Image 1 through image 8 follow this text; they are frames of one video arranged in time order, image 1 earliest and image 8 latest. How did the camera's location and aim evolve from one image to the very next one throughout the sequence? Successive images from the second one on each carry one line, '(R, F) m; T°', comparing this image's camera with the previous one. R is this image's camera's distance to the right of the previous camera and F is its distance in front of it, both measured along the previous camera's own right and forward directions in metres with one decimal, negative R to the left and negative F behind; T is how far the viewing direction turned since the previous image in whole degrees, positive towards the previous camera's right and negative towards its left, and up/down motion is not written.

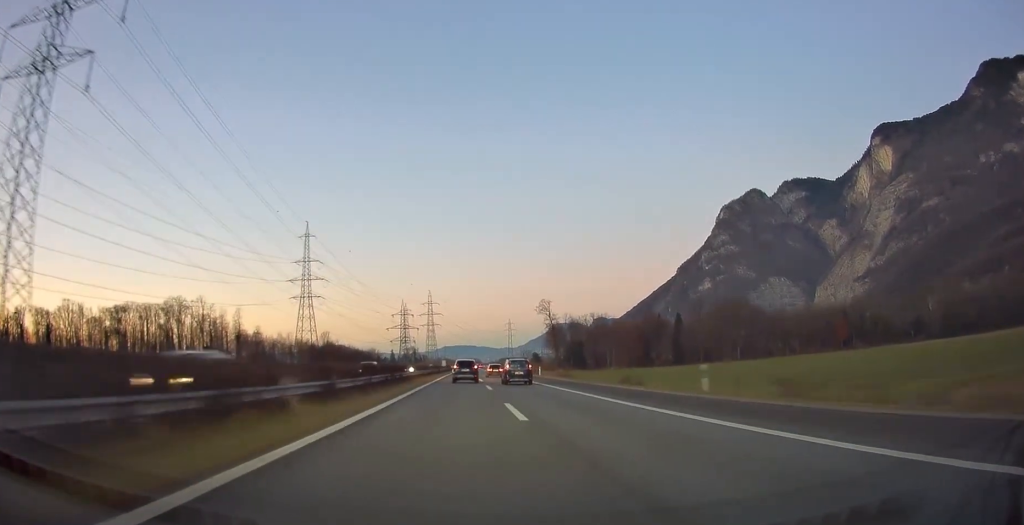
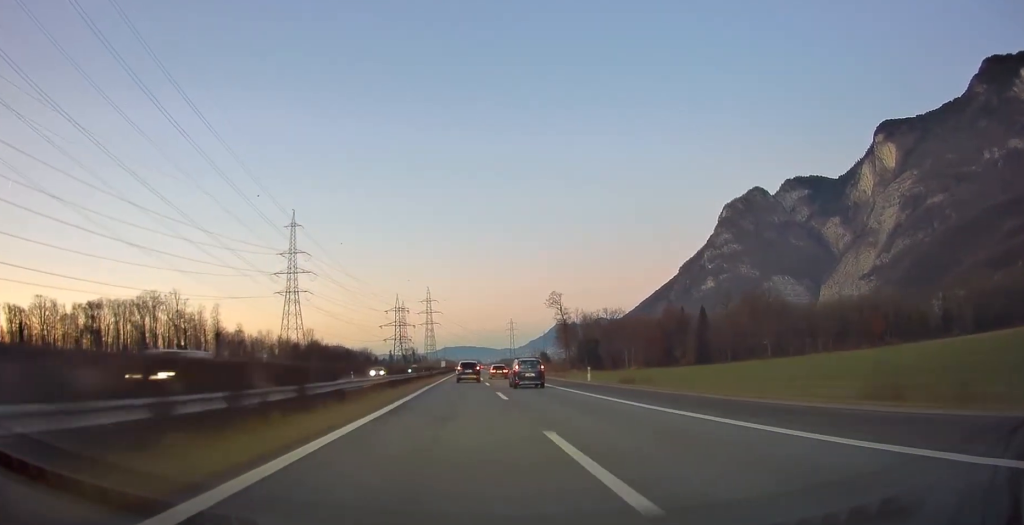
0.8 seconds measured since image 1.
(0.0, +27.0) m; 0°
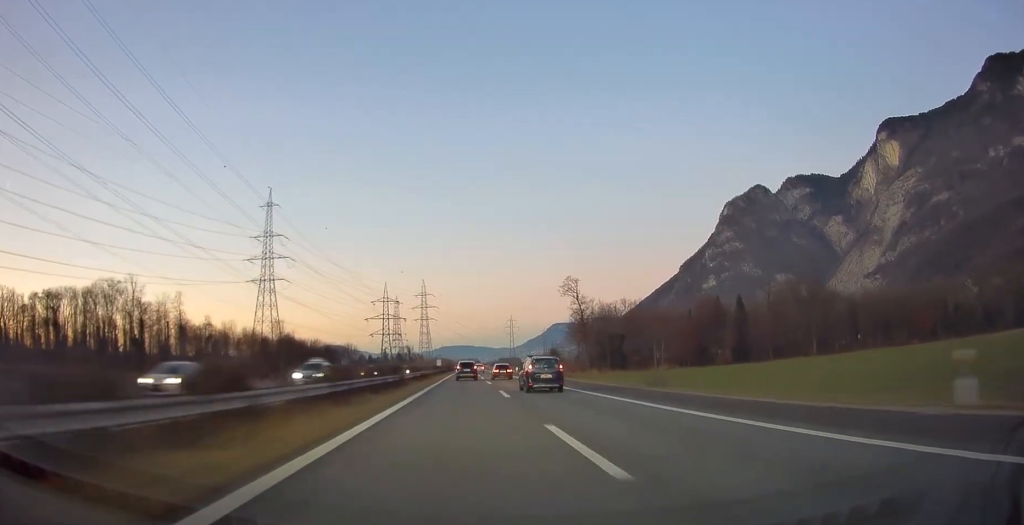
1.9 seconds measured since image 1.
(0.0, +34.5) m; 0°
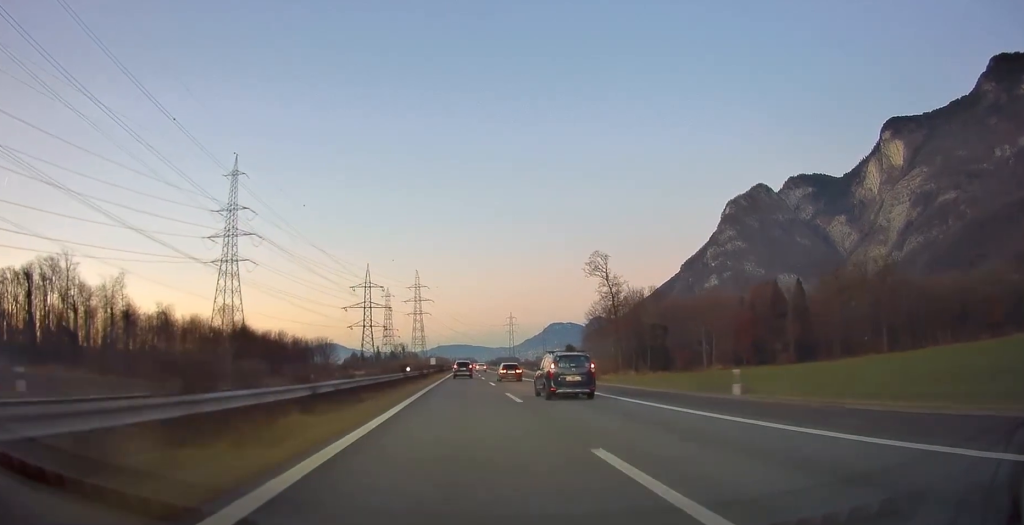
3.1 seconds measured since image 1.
(+0.1, +39.9) m; 0°
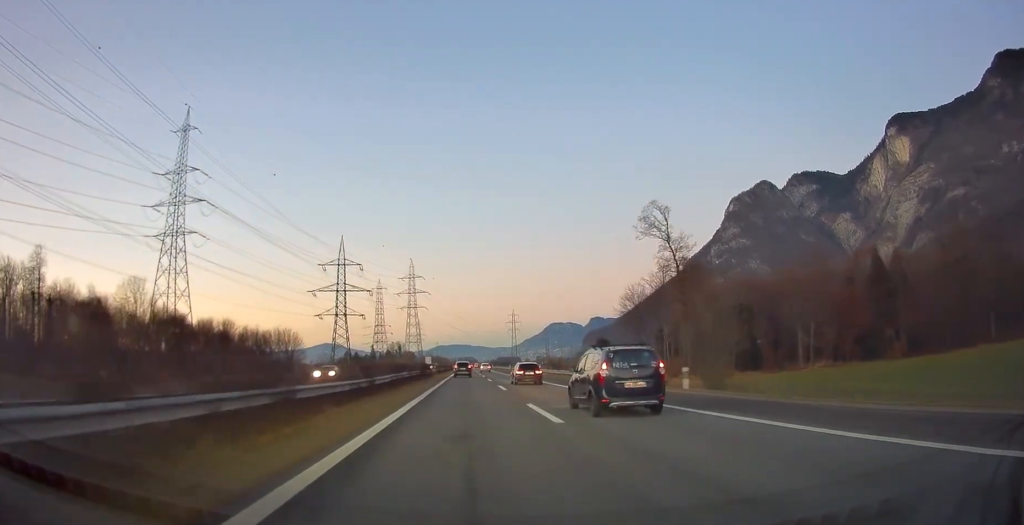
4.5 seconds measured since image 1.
(+0.3, +43.2) m; 0°
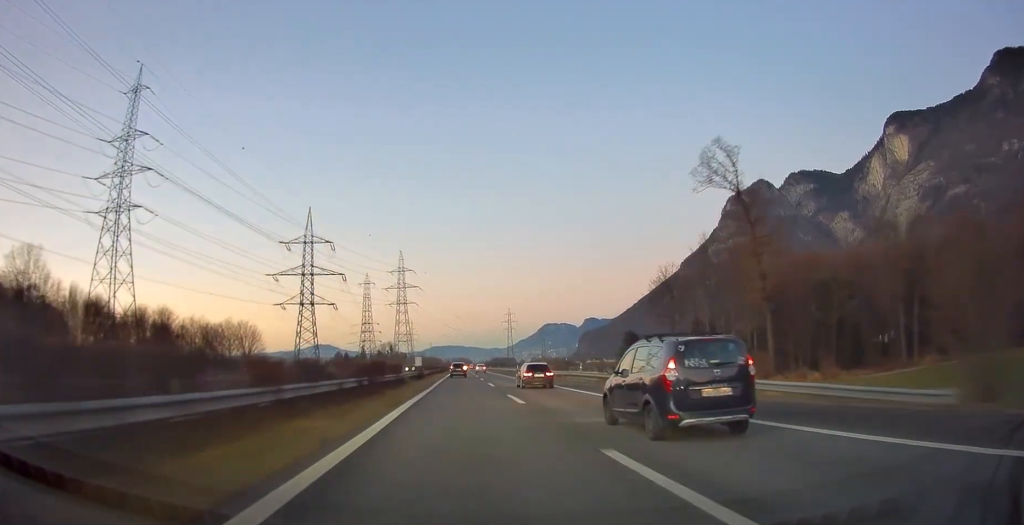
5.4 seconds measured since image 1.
(0.0, +29.2) m; 0°
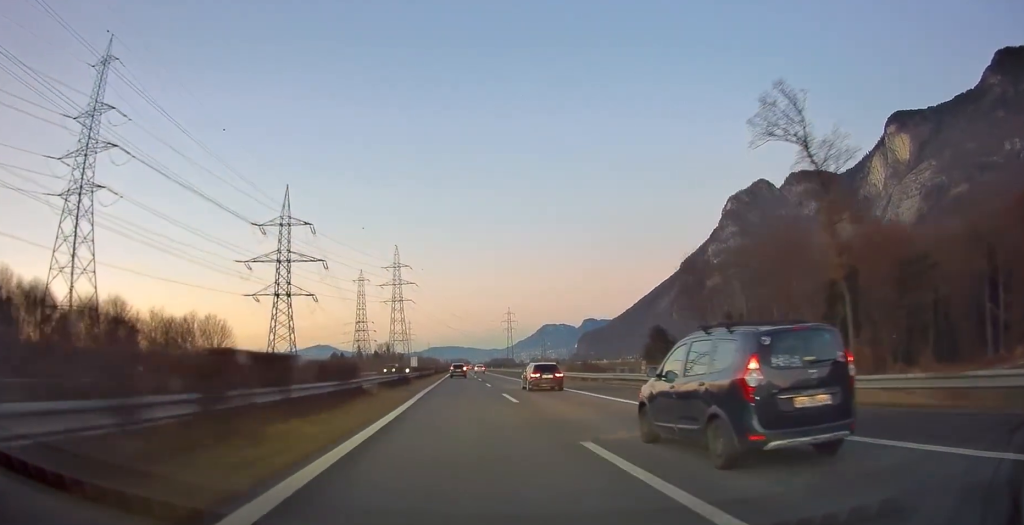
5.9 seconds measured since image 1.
(0.0, +17.3) m; 0°
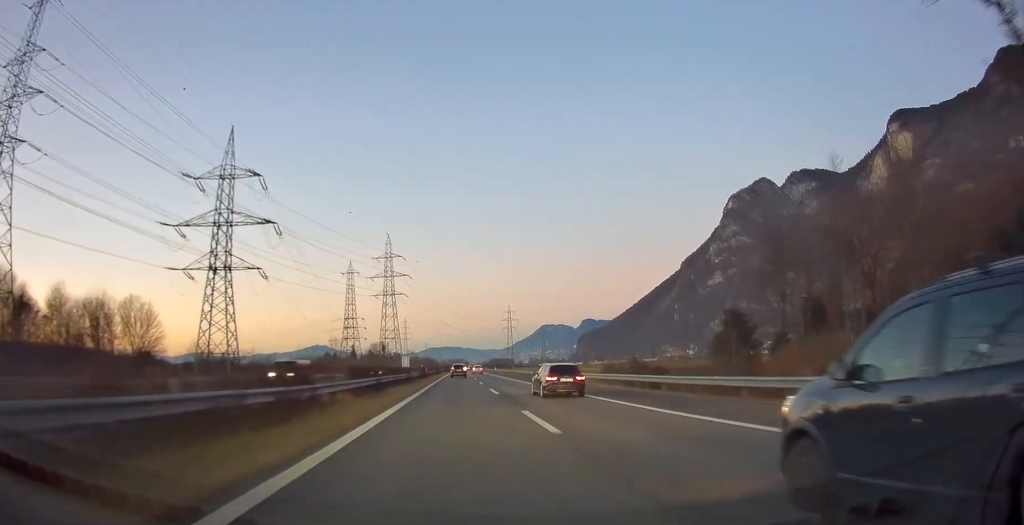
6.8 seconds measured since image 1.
(+0.1, +29.1) m; 0°
